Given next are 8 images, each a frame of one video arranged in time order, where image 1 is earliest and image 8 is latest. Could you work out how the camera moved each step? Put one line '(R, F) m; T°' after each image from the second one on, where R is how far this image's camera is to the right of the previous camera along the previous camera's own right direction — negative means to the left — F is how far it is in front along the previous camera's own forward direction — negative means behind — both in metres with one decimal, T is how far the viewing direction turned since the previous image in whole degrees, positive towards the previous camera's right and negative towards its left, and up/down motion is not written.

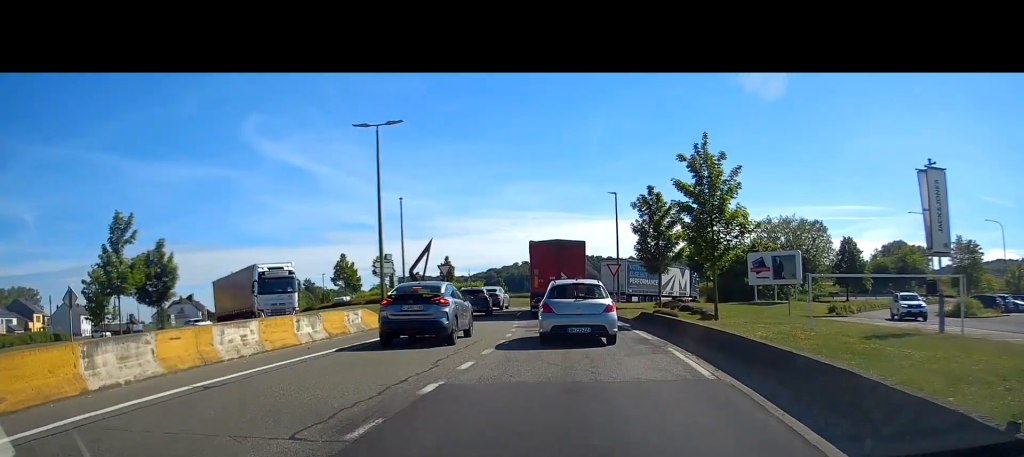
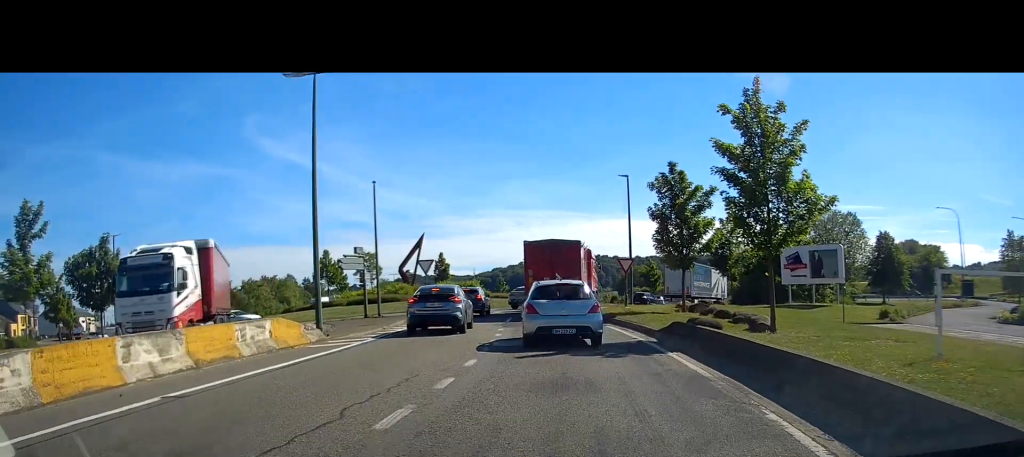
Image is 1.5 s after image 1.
(0.0, +6.6) m; 0°
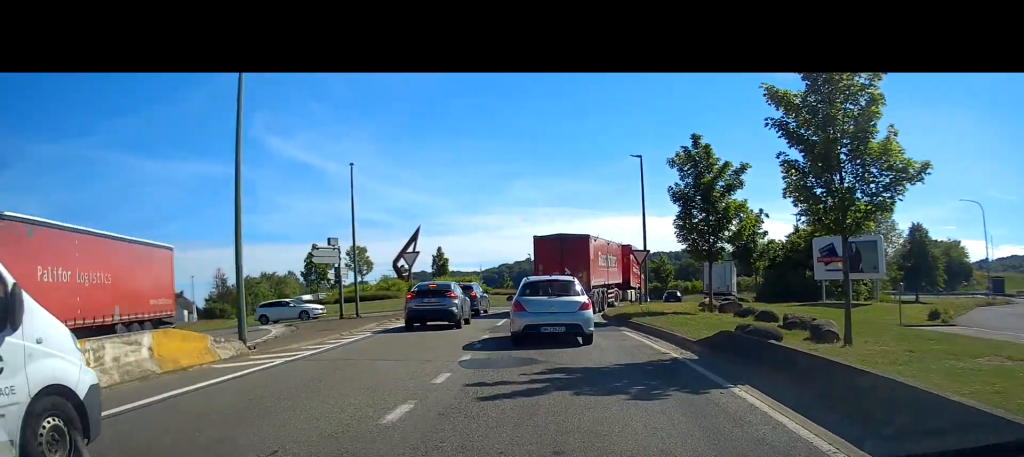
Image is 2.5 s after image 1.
(0.0, +4.4) m; 0°
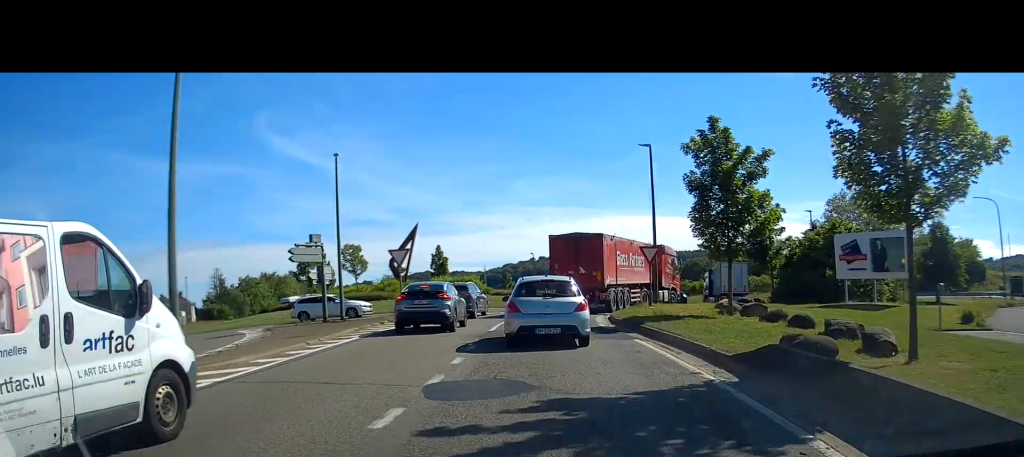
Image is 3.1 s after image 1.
(0.0, +2.5) m; 0°
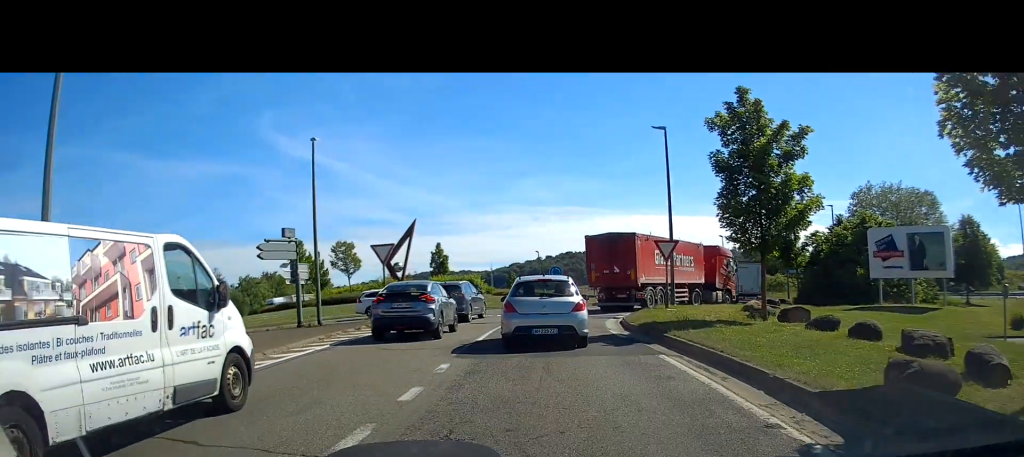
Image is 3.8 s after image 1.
(0.0, +3.3) m; 0°
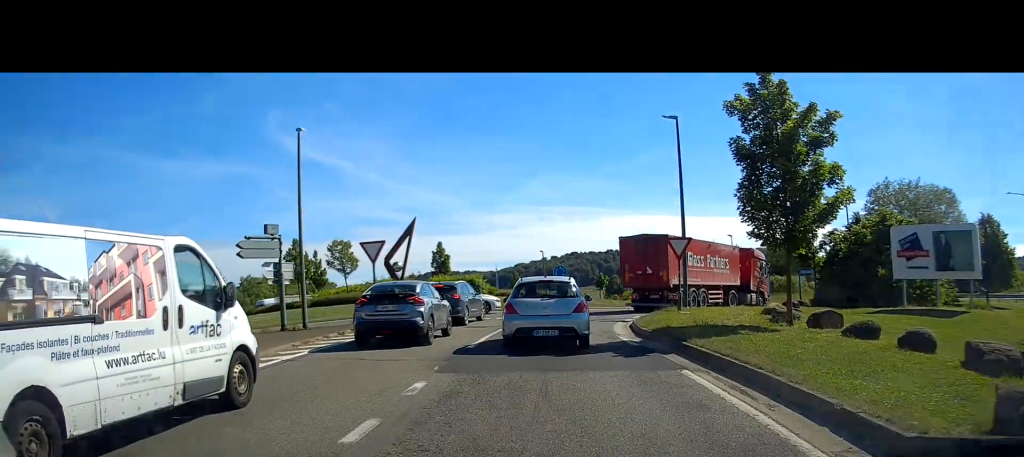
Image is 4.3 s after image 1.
(0.0, +1.9) m; 0°
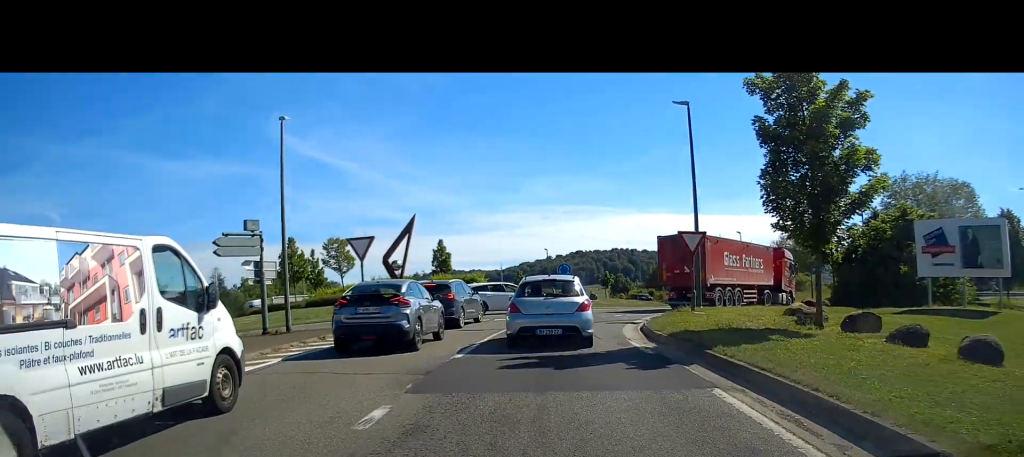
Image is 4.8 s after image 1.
(0.0, +1.9) m; 0°
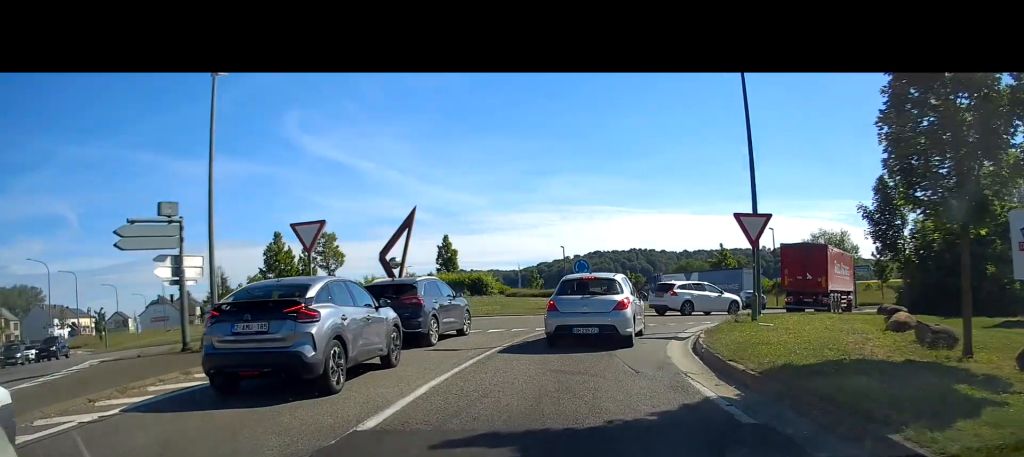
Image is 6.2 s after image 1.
(0.0, +5.7) m; 0°
